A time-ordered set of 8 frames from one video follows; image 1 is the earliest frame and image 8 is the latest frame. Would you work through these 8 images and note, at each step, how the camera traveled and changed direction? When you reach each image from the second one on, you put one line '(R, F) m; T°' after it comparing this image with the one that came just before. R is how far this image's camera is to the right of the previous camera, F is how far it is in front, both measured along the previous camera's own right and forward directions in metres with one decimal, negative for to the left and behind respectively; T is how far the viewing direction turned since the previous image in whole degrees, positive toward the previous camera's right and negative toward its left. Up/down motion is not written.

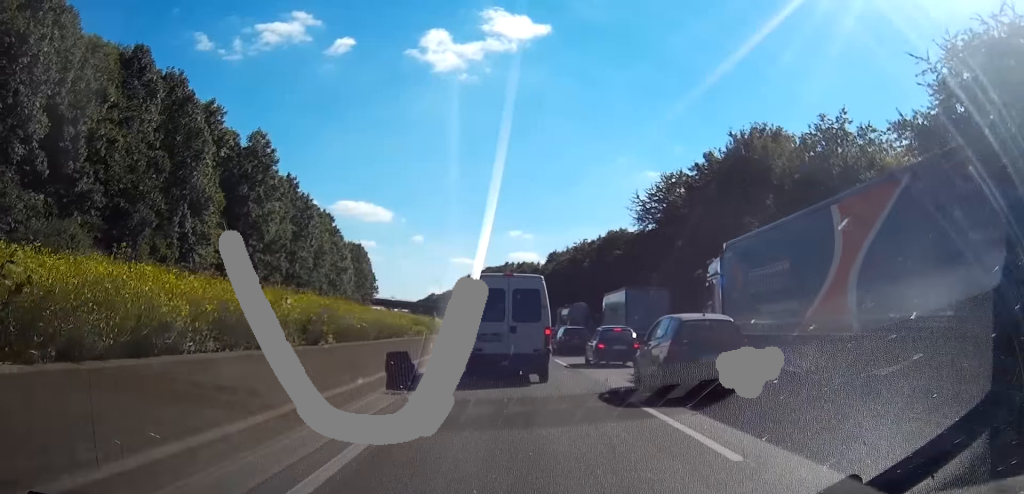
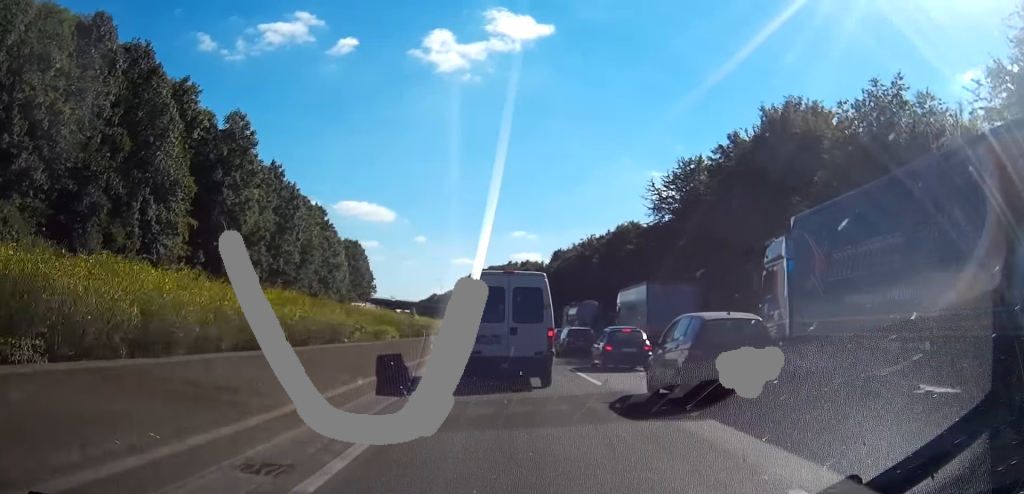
(-0.2, +6.5) m; 0°
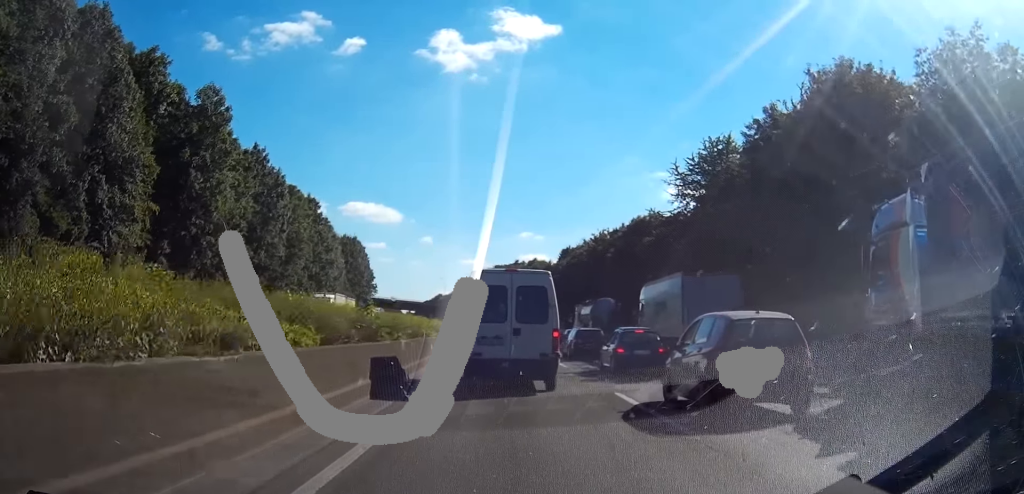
(+0.2, +7.9) m; +2°
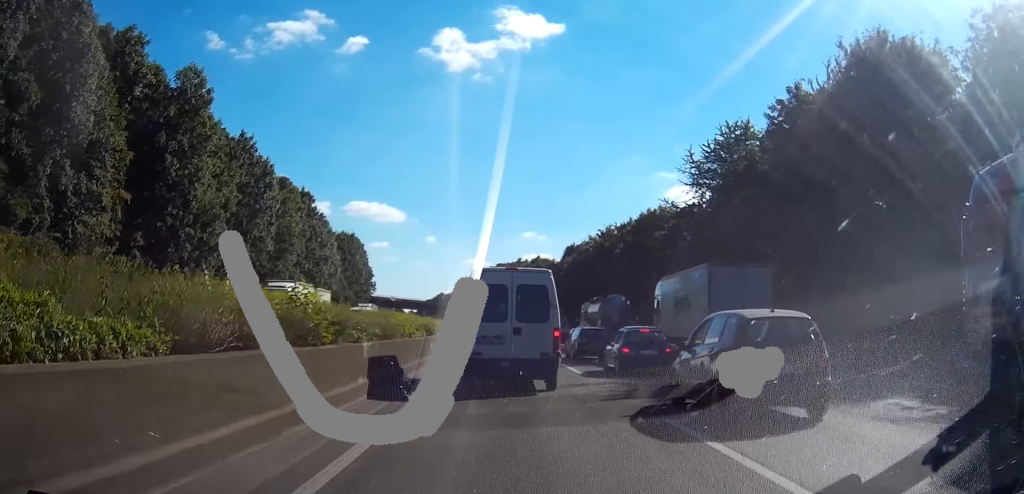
(+0.1, +5.0) m; +1°
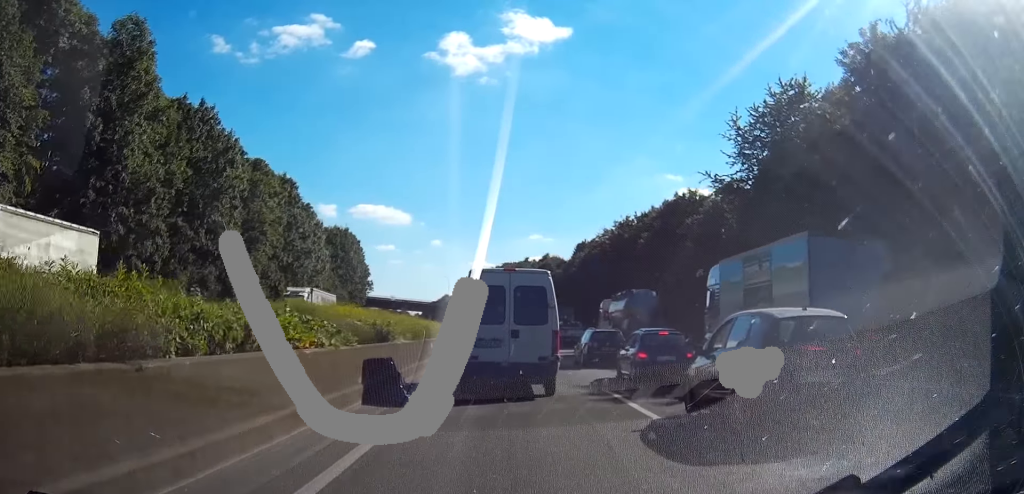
(-0.2, +12.9) m; -6°
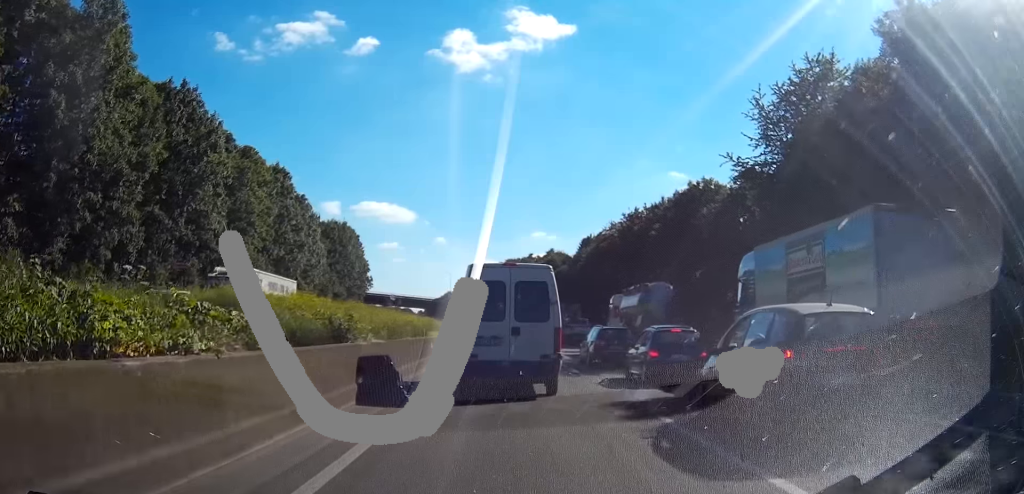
(-0.3, +4.2) m; -3°
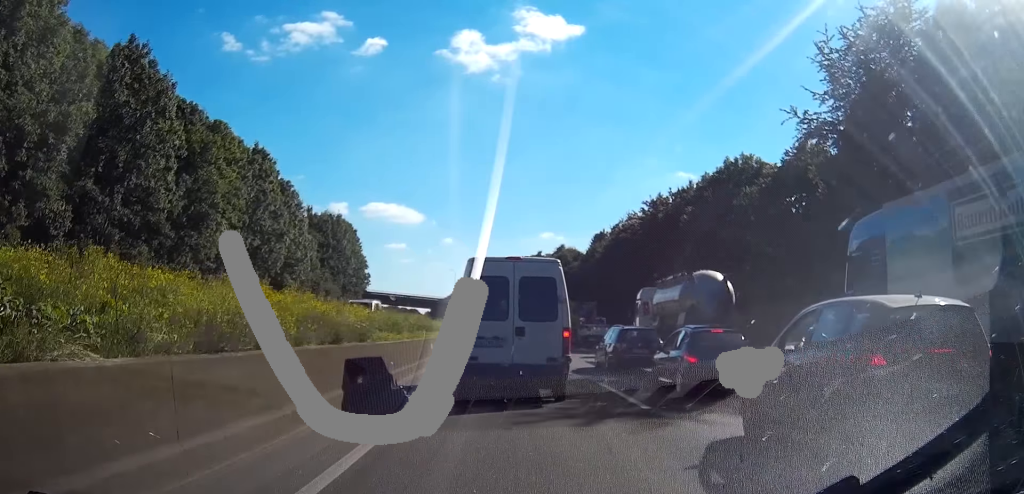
(-0.3, +9.6) m; -1°
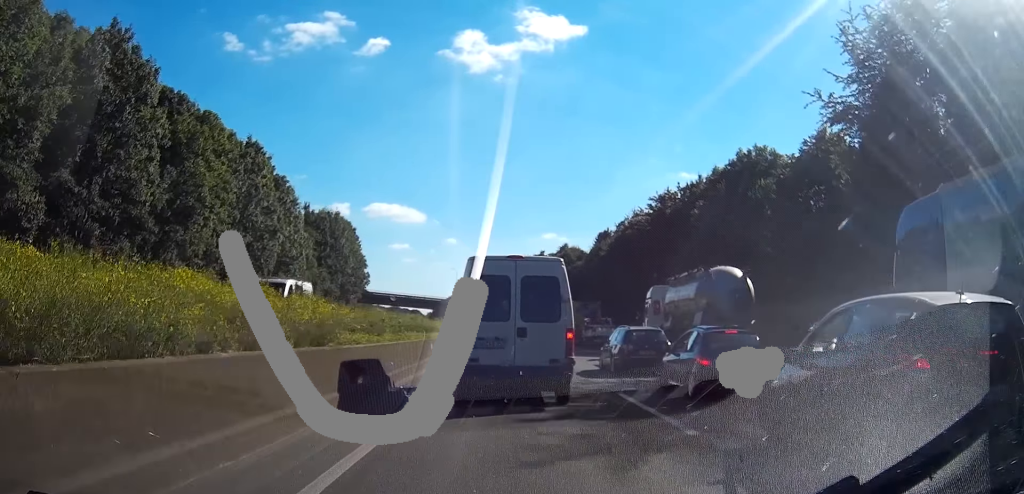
(0.0, +2.9) m; +1°
